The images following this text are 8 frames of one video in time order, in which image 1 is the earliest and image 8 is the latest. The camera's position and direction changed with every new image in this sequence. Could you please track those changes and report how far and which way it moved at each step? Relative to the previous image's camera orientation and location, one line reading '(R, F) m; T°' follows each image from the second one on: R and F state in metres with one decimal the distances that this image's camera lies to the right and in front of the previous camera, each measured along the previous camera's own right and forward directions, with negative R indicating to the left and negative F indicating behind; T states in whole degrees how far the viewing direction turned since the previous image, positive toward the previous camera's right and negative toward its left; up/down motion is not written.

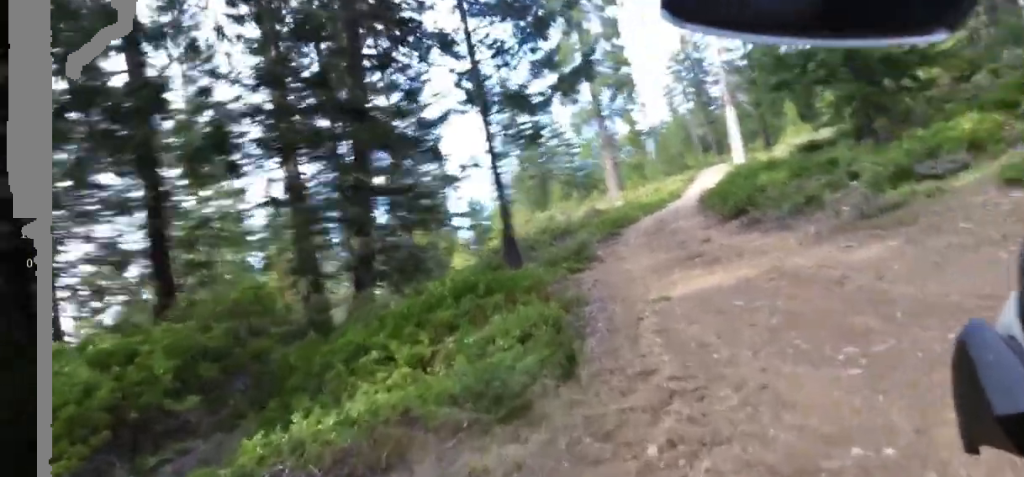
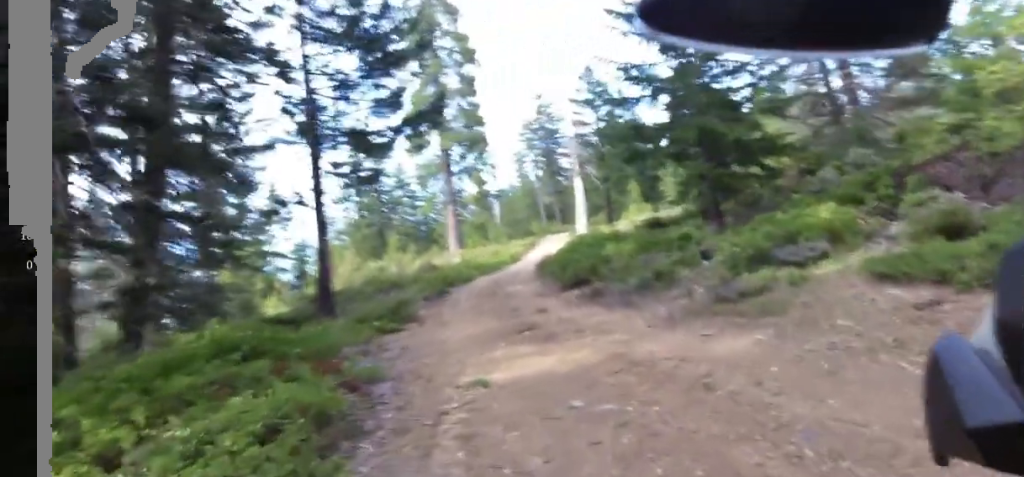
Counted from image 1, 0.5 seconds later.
(+1.0, +3.0) m; +8°
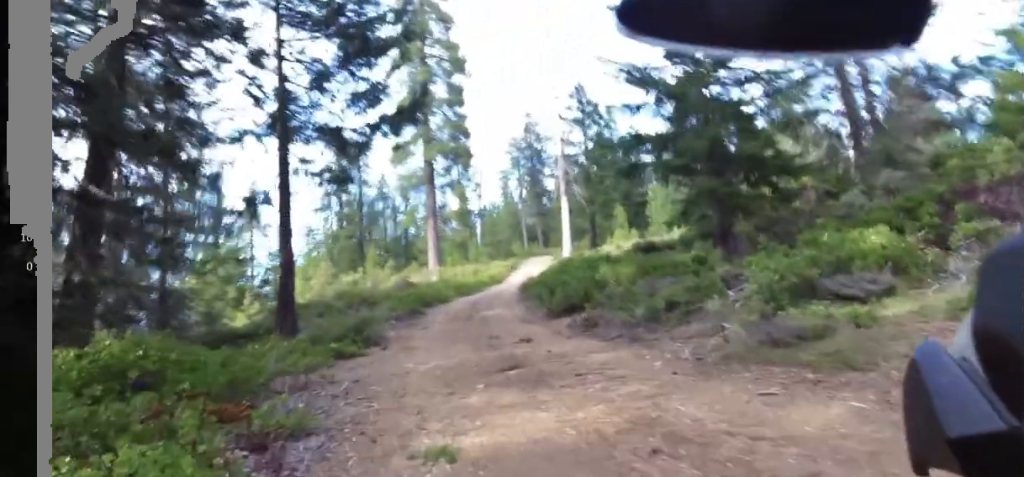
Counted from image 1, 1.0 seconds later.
(-0.3, +3.0) m; -6°
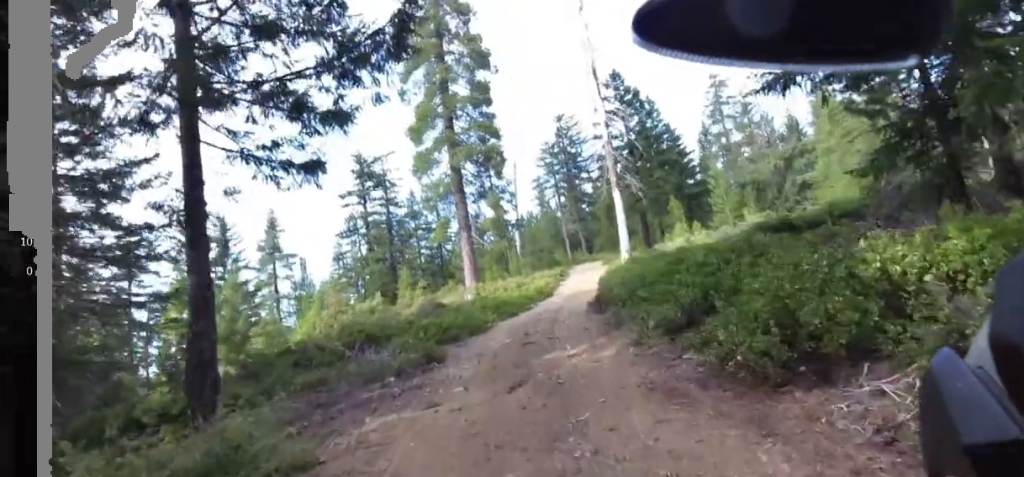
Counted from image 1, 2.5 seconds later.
(-1.8, +9.5) m; -3°
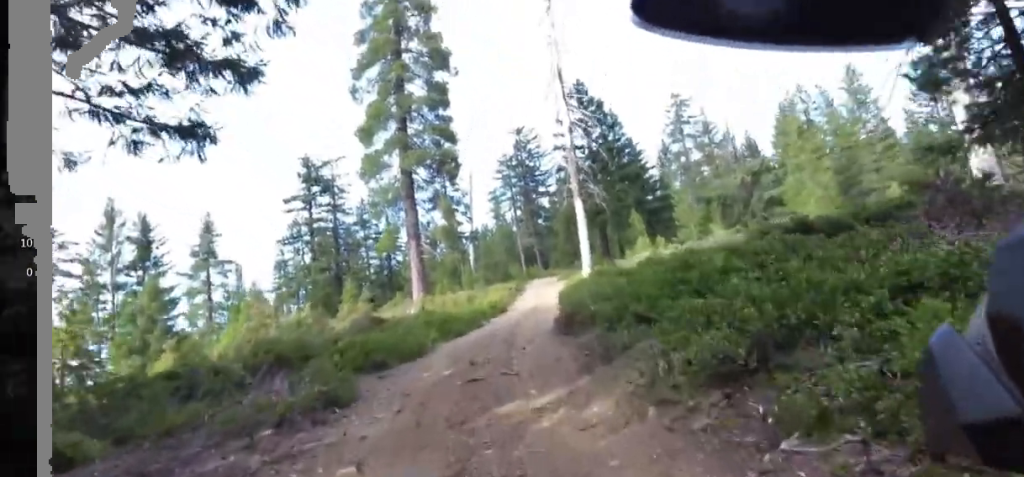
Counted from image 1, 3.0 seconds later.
(+0.6, +3.4) m; +4°
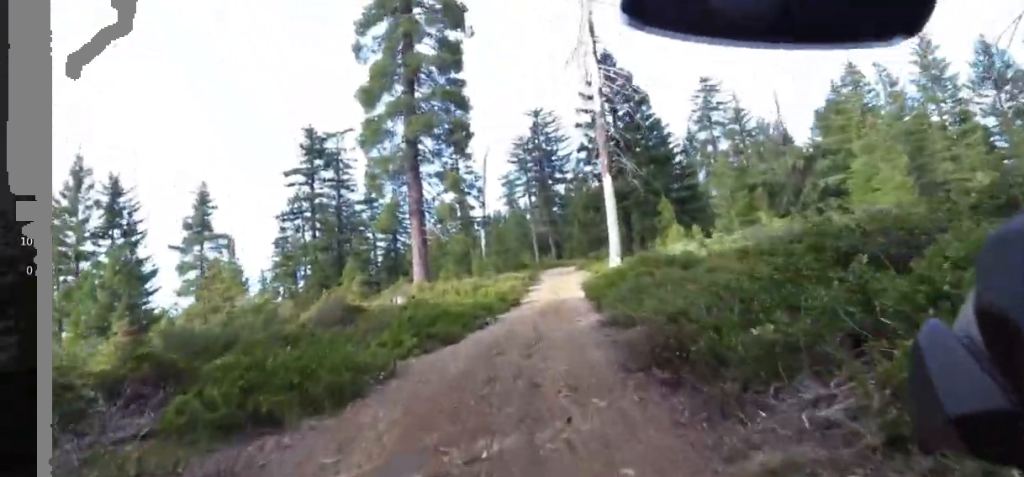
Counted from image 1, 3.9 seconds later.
(+0.7, +5.9) m; +2°
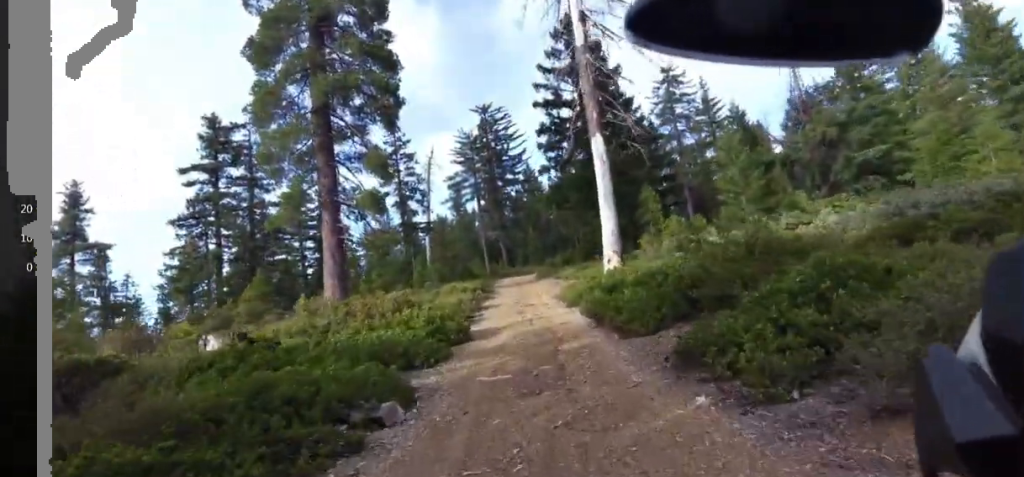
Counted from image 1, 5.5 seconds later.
(-0.8, +9.6) m; -5°
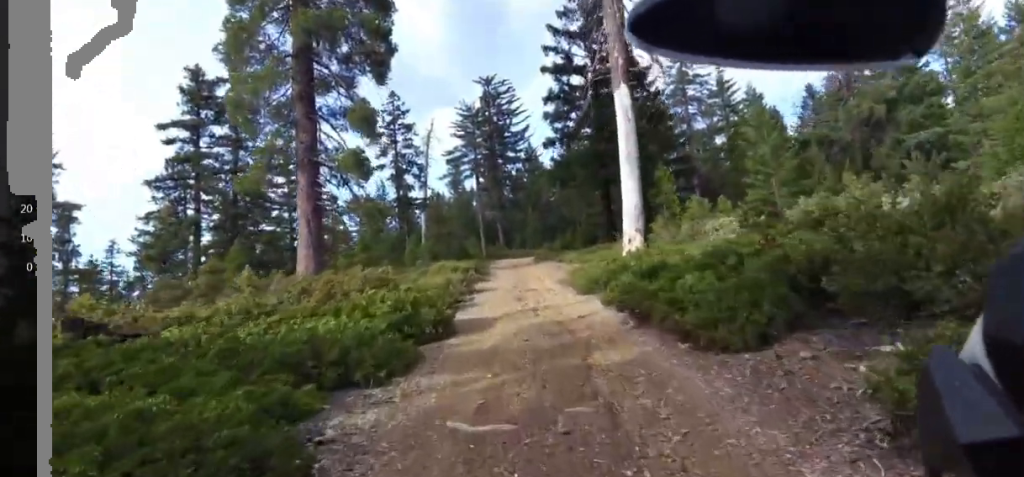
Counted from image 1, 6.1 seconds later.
(0.0, +3.6) m; +4°
